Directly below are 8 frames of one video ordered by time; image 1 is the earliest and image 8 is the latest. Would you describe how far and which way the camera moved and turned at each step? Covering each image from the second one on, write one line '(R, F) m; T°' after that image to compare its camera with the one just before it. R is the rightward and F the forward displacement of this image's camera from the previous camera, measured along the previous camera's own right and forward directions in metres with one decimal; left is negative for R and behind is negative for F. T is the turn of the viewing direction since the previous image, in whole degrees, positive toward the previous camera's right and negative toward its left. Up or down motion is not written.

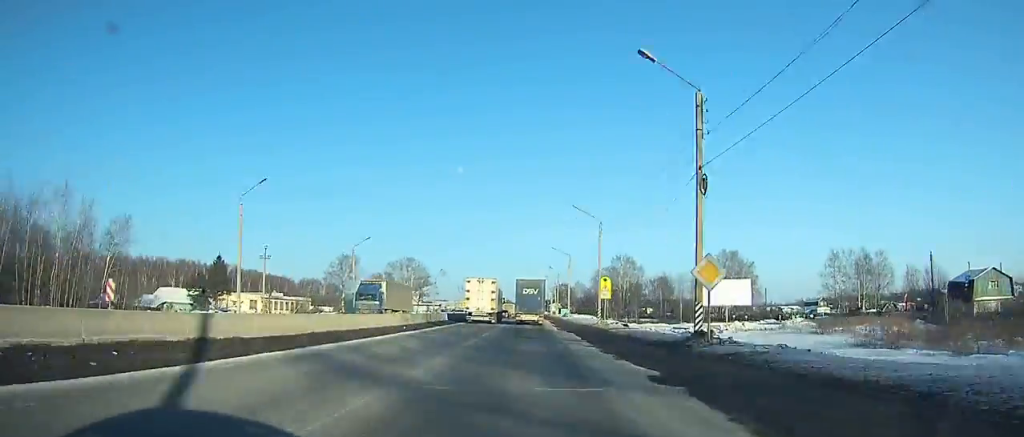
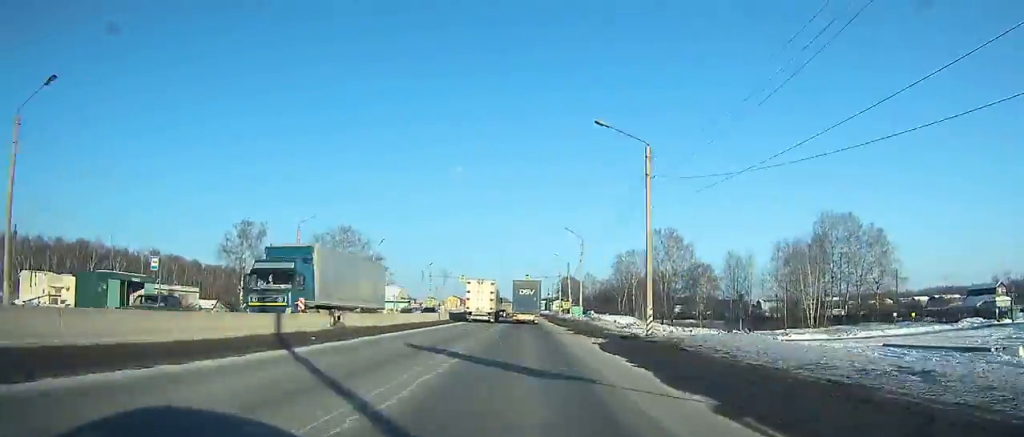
(+0.1, +57.4) m; 0°
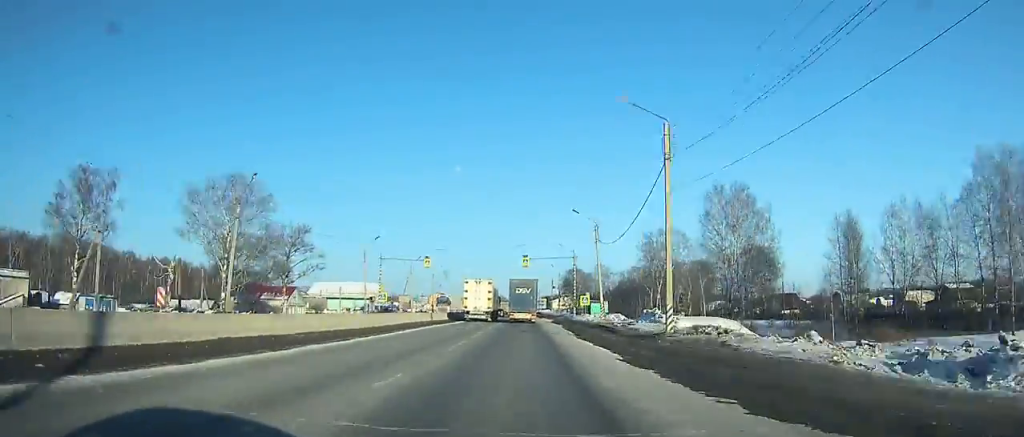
(-0.1, +40.8) m; 0°
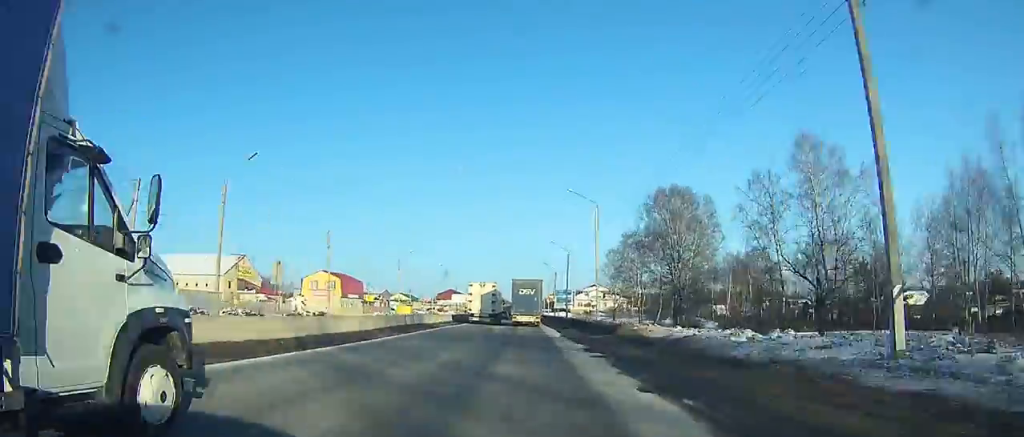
(+0.1, +141.4) m; 0°
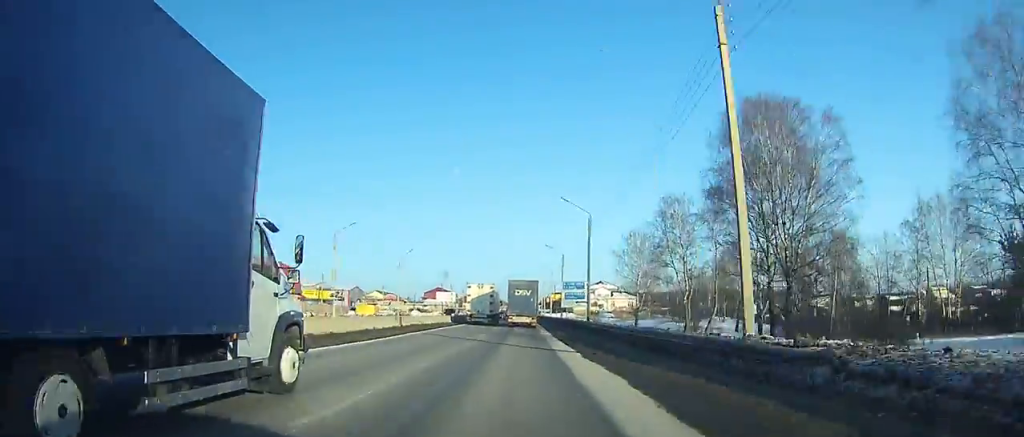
(0.0, +30.6) m; 0°
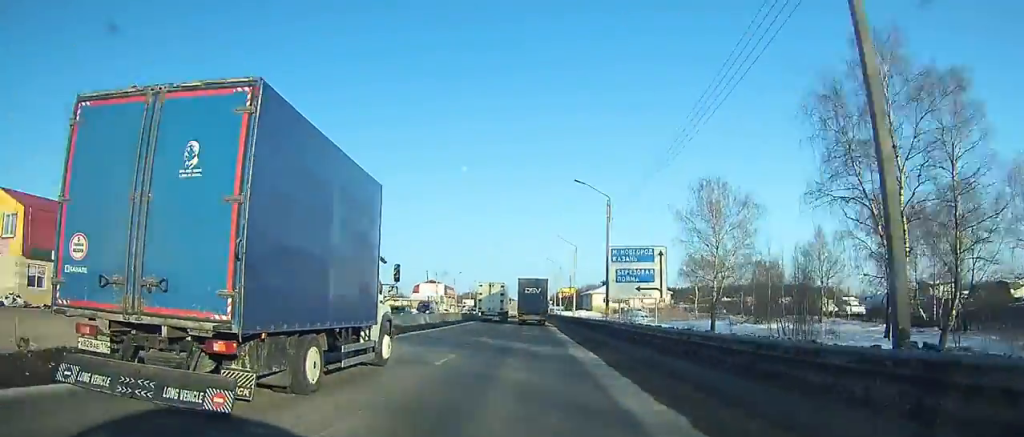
(-0.1, +39.3) m; 0°
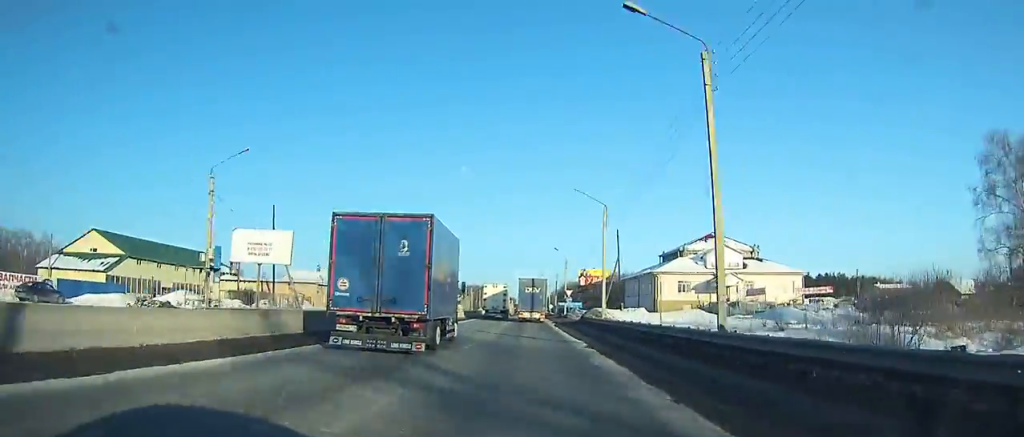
(0.0, +87.9) m; 0°
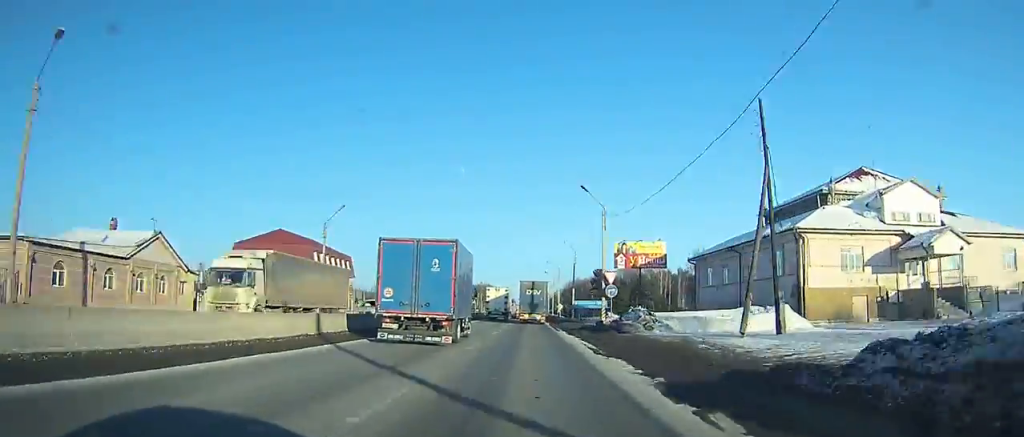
(-0.1, +45.4) m; 0°
